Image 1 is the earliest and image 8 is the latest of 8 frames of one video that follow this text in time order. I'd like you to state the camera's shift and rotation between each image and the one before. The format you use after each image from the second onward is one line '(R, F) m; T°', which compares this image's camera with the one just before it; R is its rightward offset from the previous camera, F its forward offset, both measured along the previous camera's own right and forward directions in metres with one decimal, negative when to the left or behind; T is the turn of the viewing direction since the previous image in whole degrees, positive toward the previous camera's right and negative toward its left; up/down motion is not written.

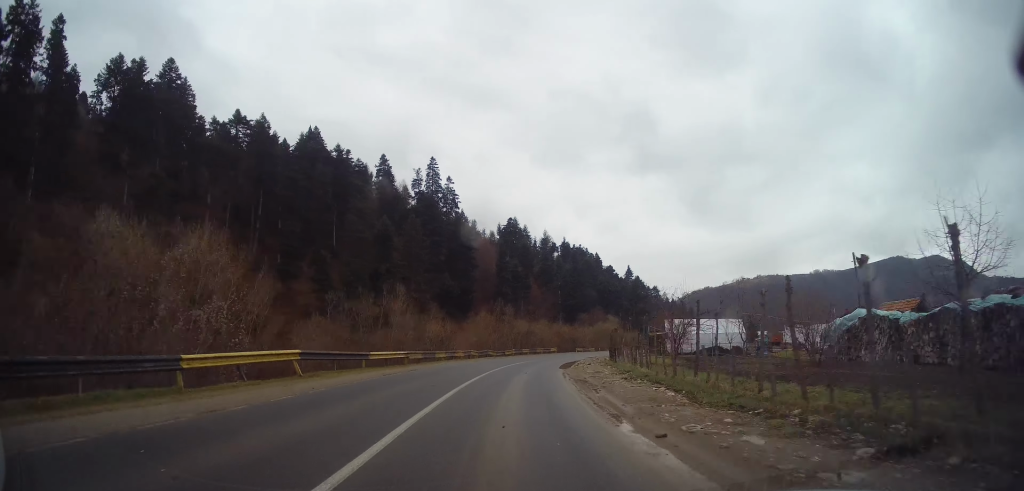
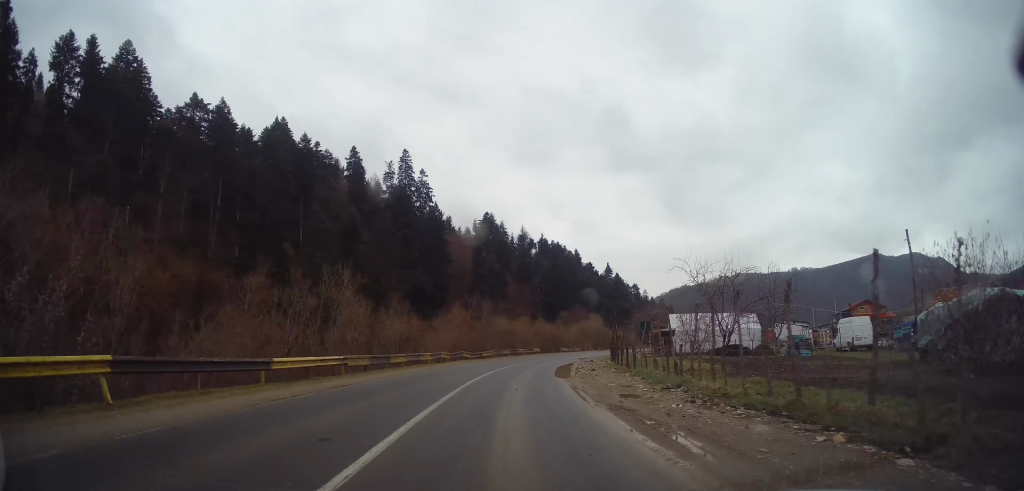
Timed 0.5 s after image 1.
(0.0, +8.3) m; +2°
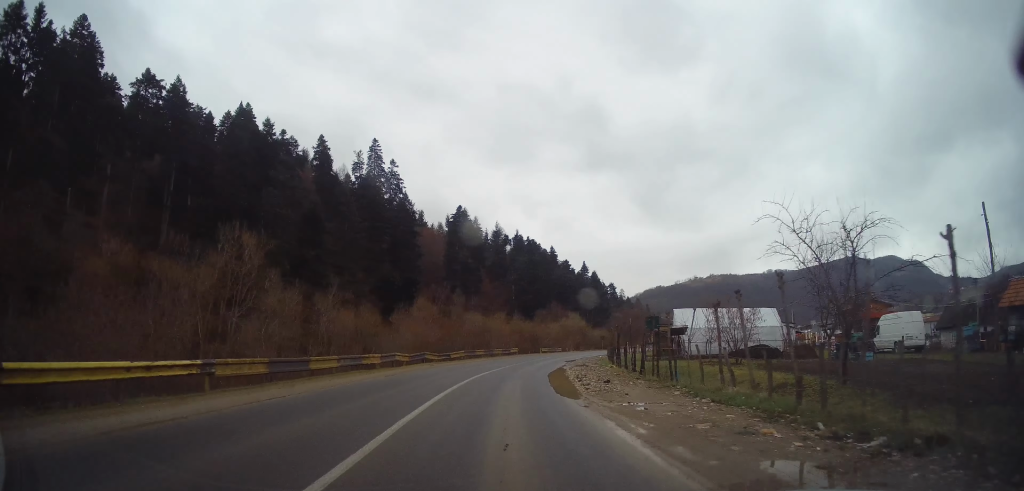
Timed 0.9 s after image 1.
(+0.2, +8.5) m; +3°
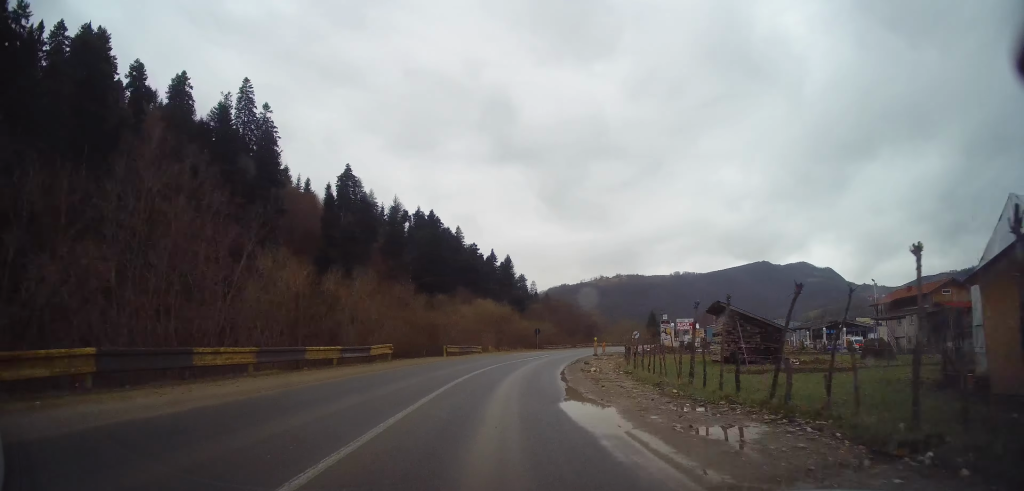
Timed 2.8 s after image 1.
(+3.3, +34.5) m; +11°
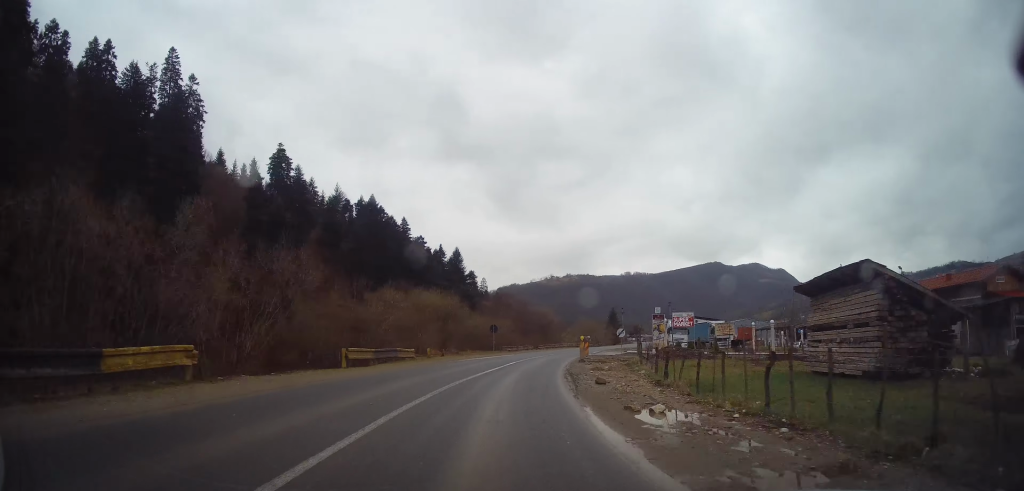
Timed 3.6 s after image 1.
(+0.5, +14.5) m; +5°
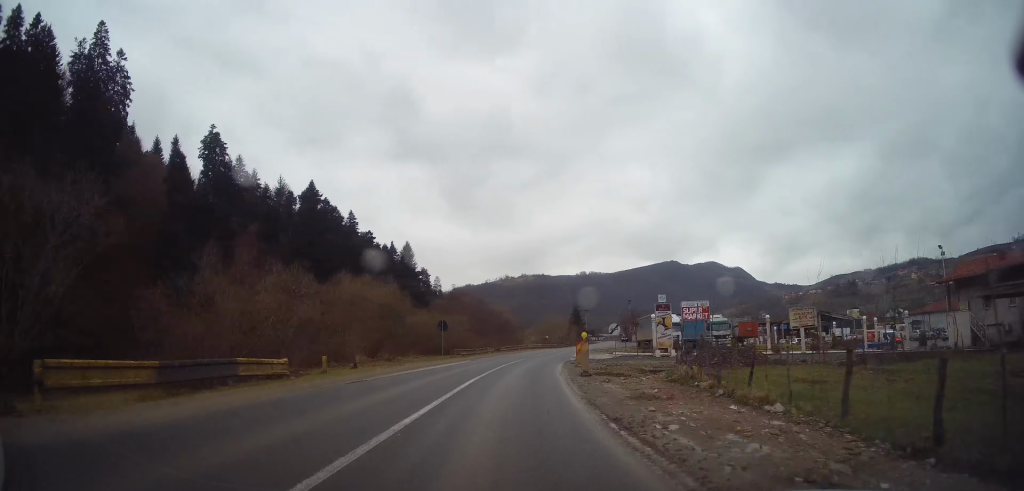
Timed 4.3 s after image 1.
(+0.6, +13.3) m; +5°
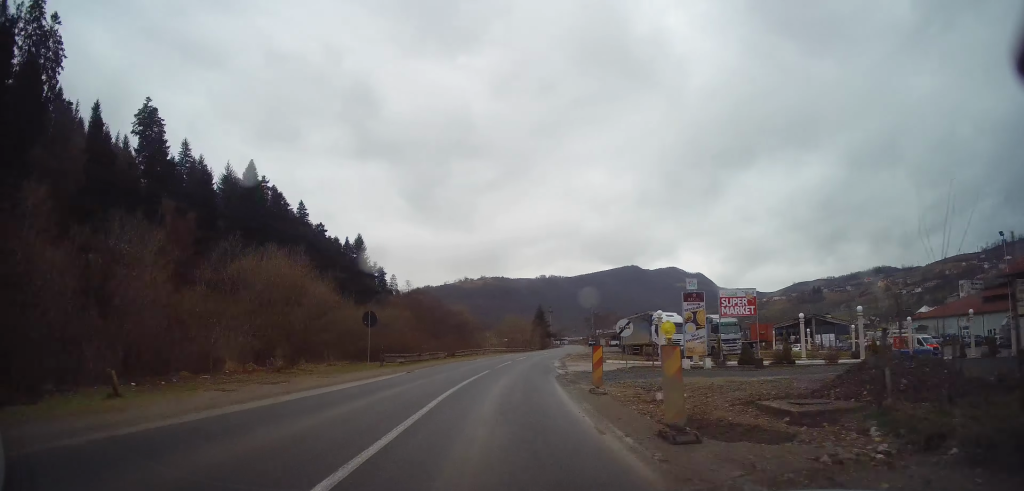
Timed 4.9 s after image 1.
(+0.6, +12.9) m; +3°
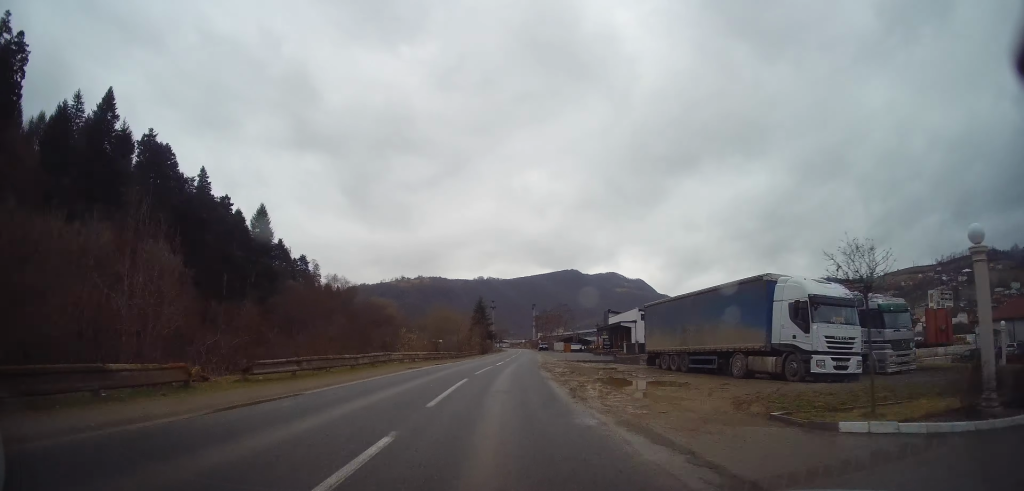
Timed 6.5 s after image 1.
(+1.6, +30.0) m; +7°
